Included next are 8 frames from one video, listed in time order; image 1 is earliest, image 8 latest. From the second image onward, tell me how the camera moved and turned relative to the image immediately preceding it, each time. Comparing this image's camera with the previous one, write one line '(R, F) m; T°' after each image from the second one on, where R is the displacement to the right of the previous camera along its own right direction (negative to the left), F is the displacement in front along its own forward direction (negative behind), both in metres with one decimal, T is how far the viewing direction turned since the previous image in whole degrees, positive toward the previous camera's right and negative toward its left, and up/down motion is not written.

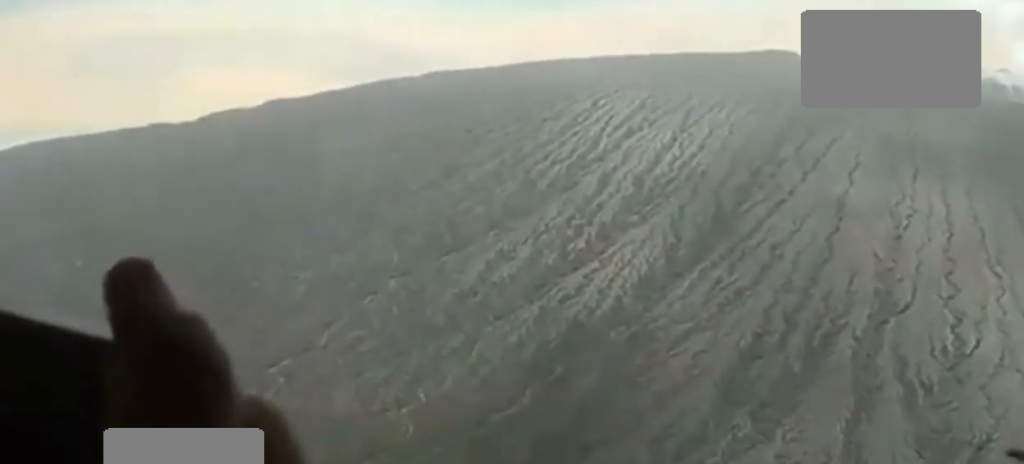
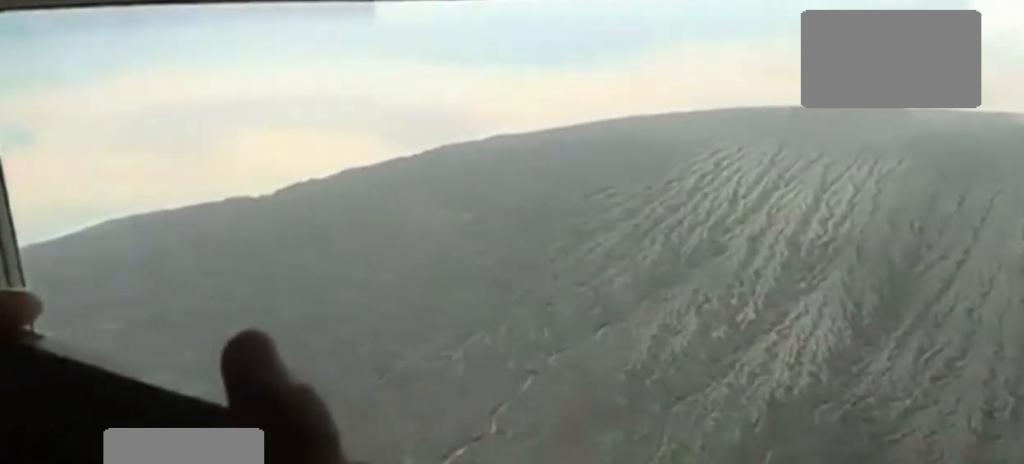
(+0.6, +93.9) m; 0°
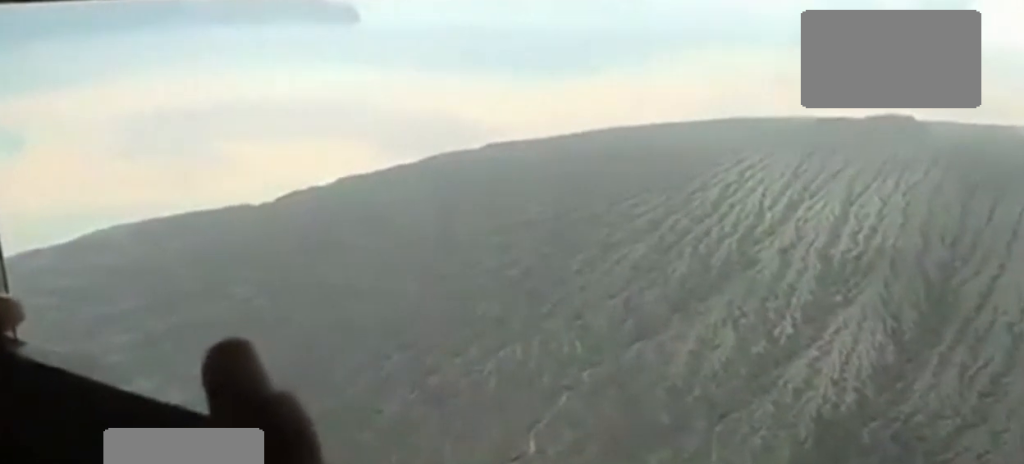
(0.0, +36.5) m; 0°
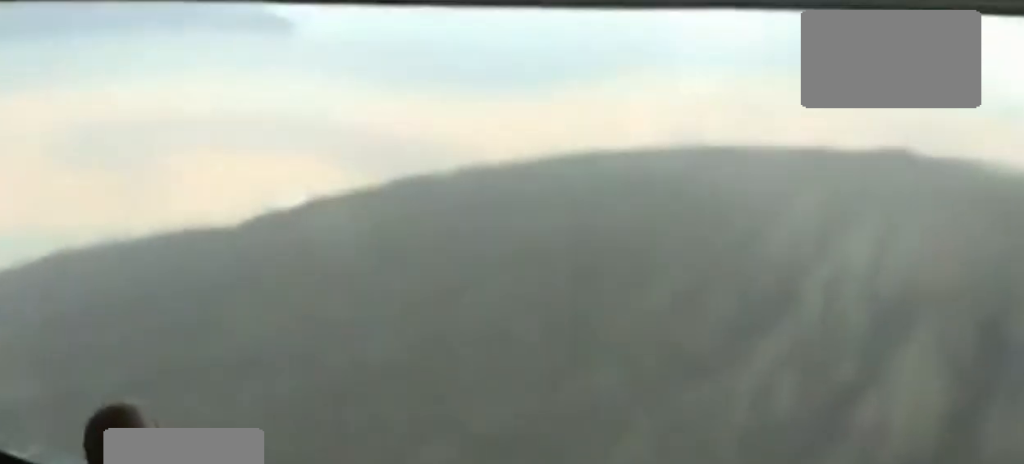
(0.0, +73.0) m; +2°
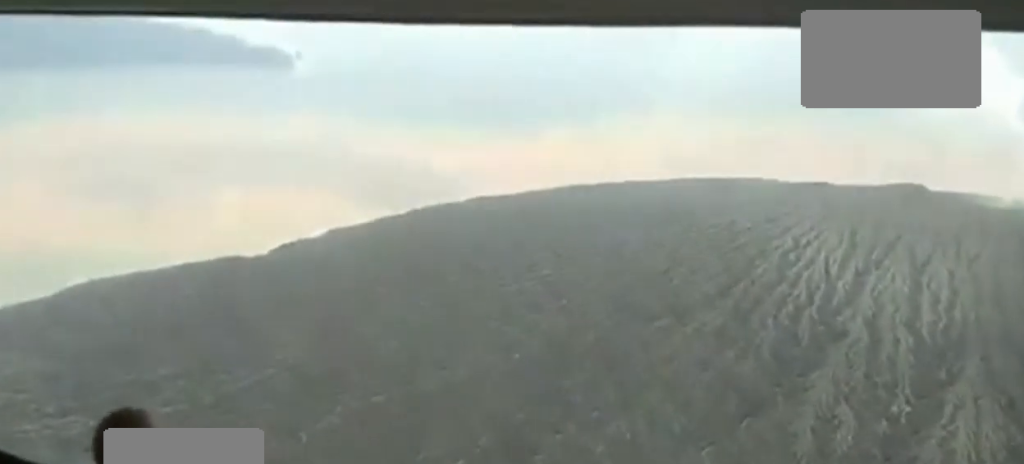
(+0.2, +44.3) m; +2°
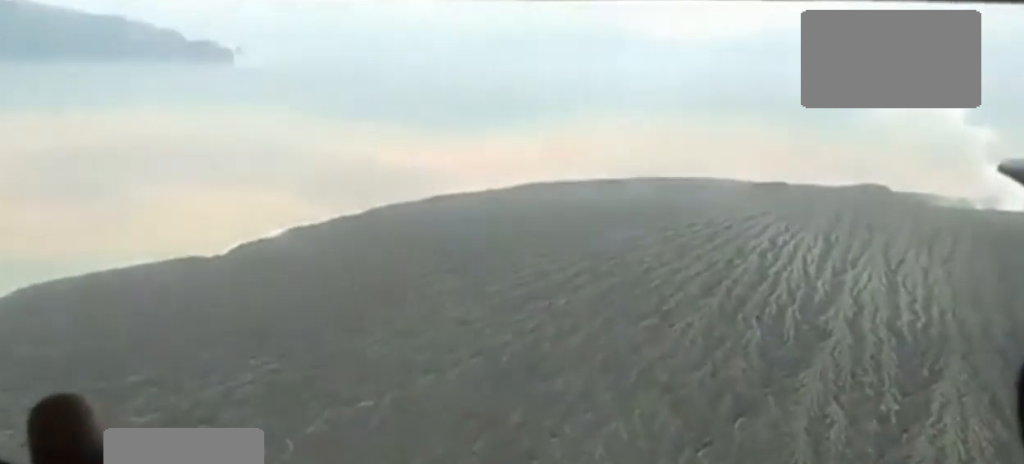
(+1.1, +31.3) m; +2°
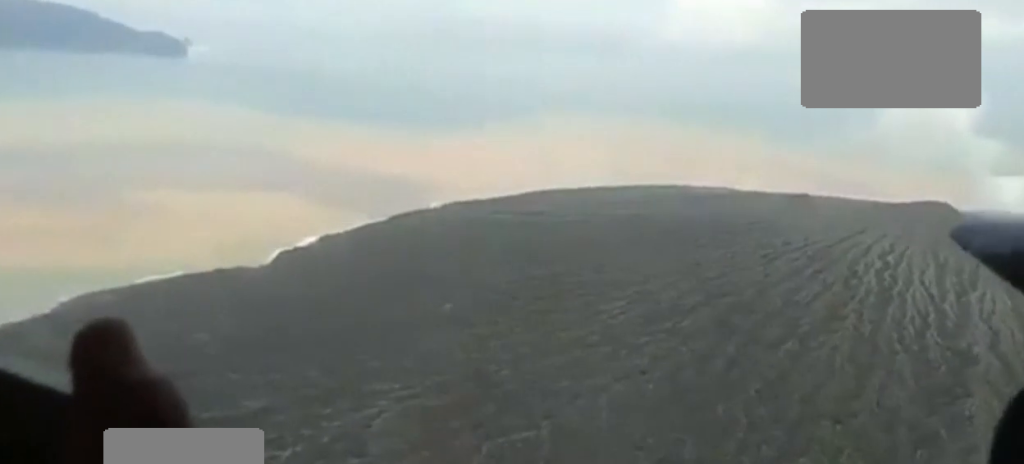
(+5.3, +137.7) m; +2°
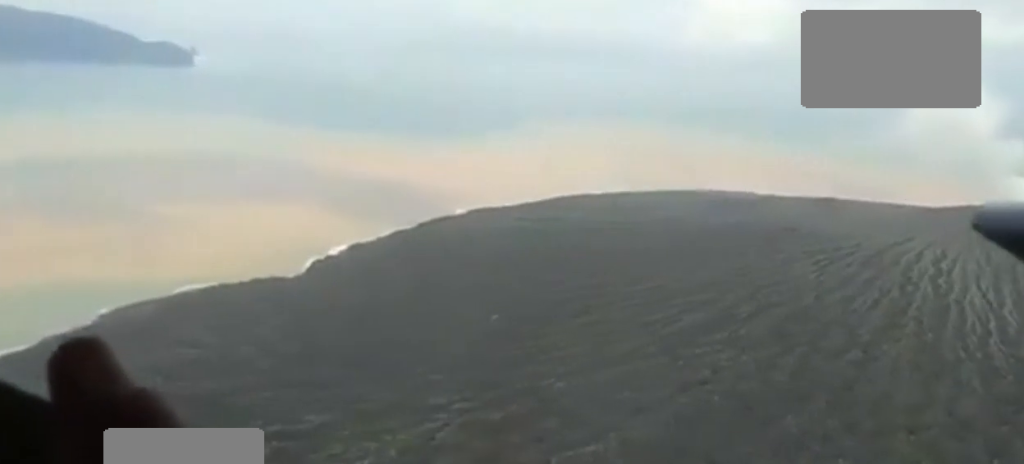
(-0.1, +36.1) m; 0°
